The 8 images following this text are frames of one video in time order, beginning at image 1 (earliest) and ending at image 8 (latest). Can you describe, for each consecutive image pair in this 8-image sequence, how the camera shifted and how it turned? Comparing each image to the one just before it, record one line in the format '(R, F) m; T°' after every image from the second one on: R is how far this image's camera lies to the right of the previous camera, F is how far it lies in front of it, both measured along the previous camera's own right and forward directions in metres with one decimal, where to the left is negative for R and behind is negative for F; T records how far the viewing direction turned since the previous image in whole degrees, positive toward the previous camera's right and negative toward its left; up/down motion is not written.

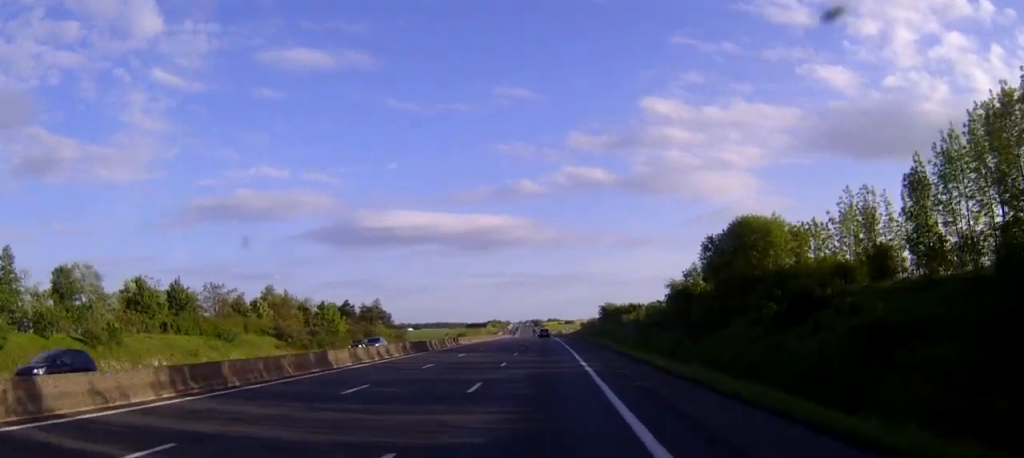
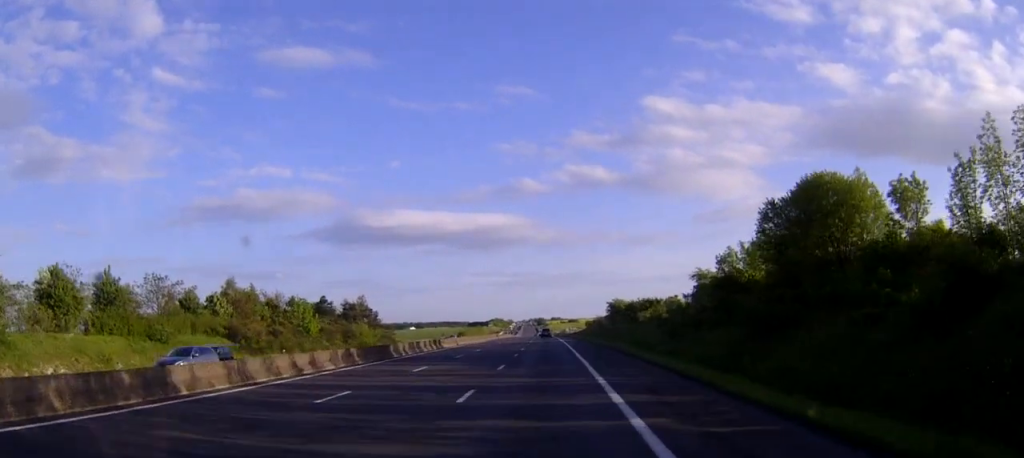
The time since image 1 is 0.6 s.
(0.0, +15.6) m; 0°
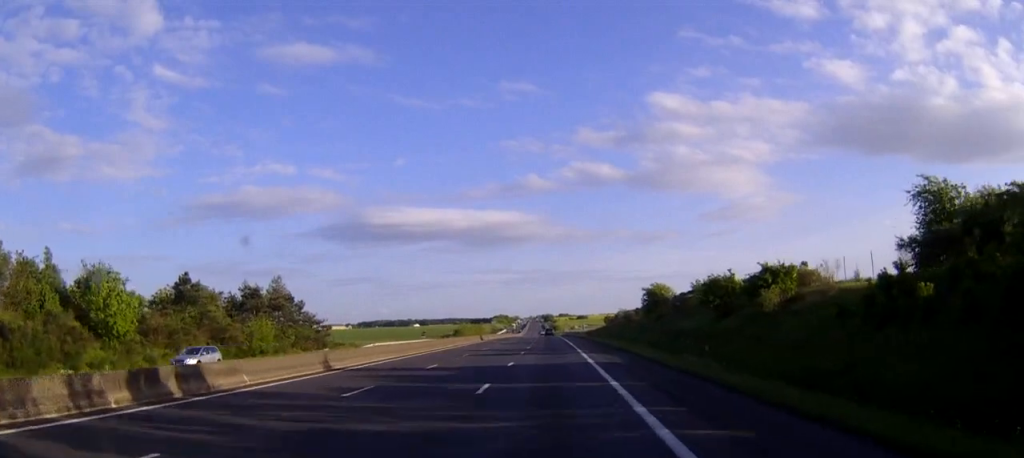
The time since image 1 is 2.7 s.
(-0.2, +50.5) m; 0°
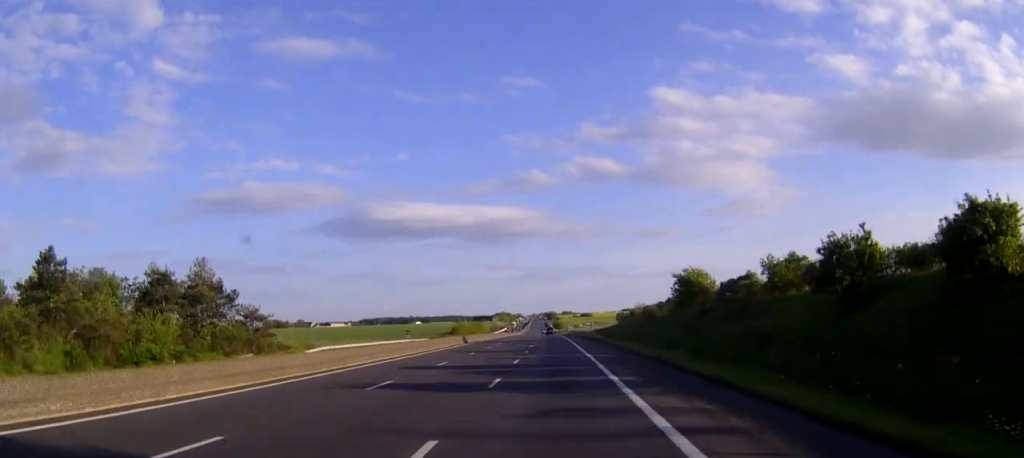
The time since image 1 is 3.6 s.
(-0.1, +24.1) m; 0°
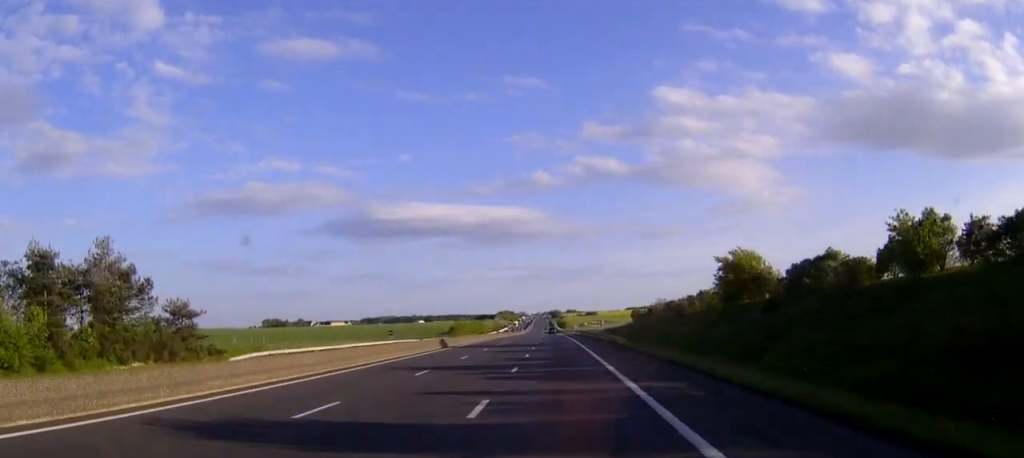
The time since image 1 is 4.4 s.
(-0.1, +20.0) m; 0°
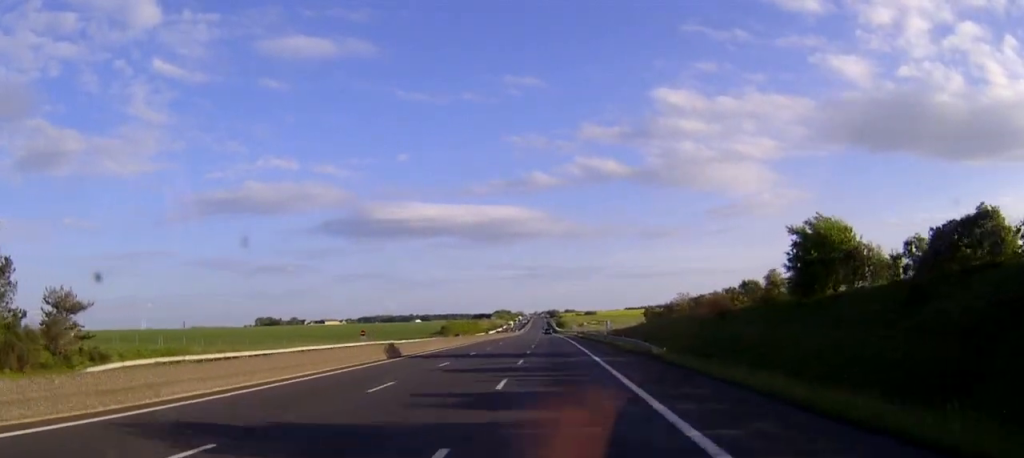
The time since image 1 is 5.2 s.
(0.0, +20.0) m; 0°
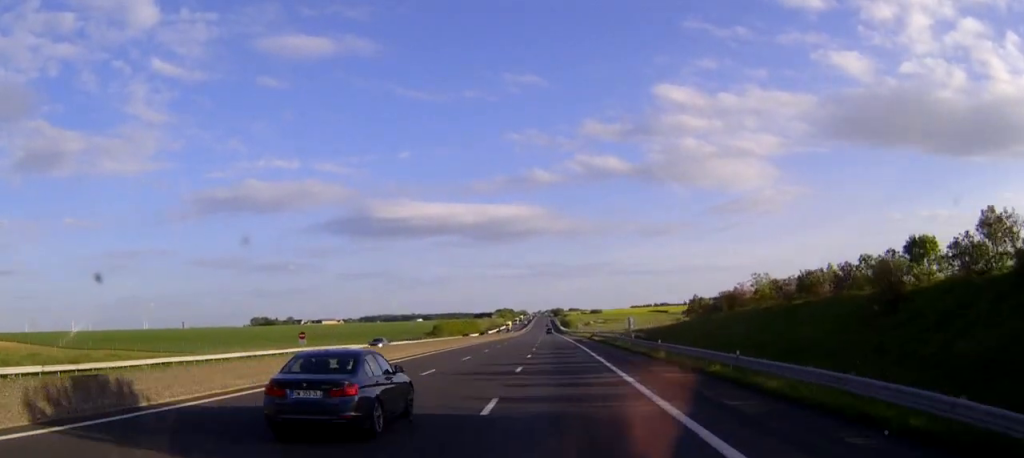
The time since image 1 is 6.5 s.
(0.0, +31.7) m; 0°
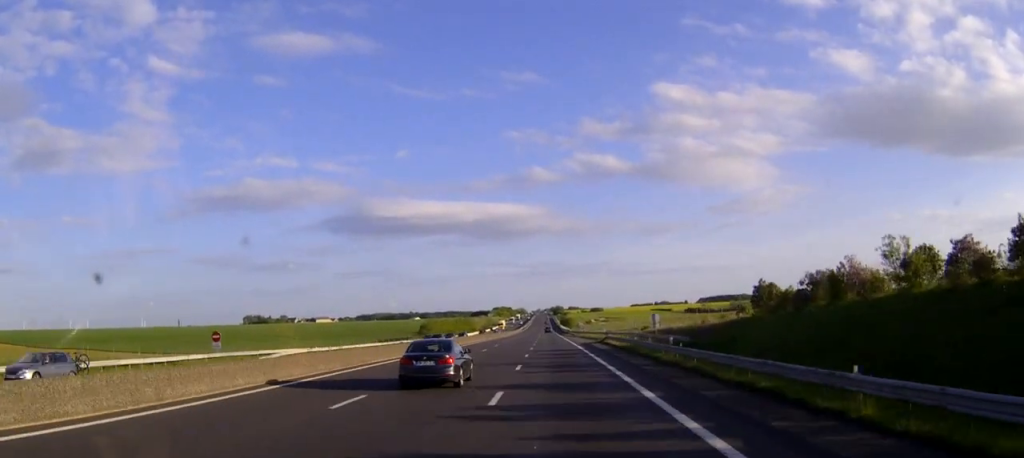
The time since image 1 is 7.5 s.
(-0.1, +24.4) m; 0°
